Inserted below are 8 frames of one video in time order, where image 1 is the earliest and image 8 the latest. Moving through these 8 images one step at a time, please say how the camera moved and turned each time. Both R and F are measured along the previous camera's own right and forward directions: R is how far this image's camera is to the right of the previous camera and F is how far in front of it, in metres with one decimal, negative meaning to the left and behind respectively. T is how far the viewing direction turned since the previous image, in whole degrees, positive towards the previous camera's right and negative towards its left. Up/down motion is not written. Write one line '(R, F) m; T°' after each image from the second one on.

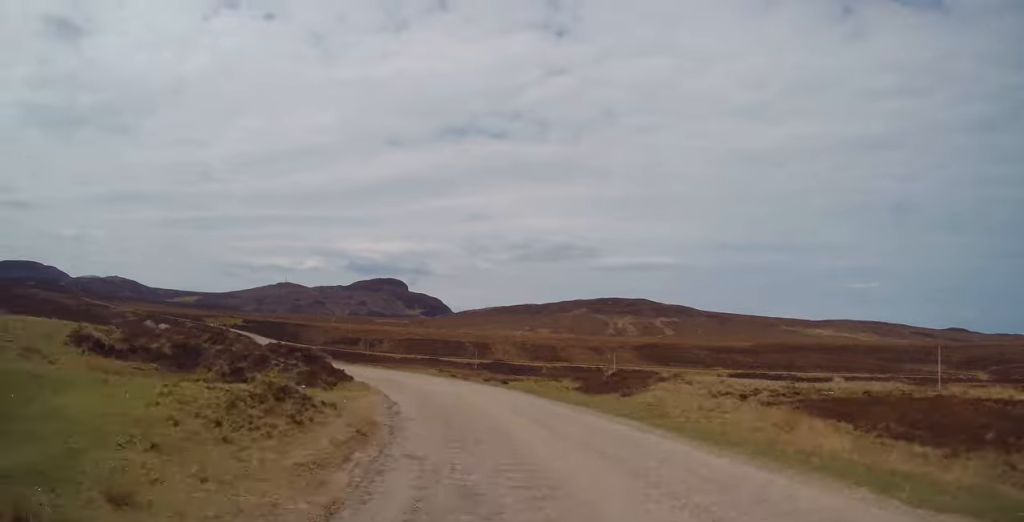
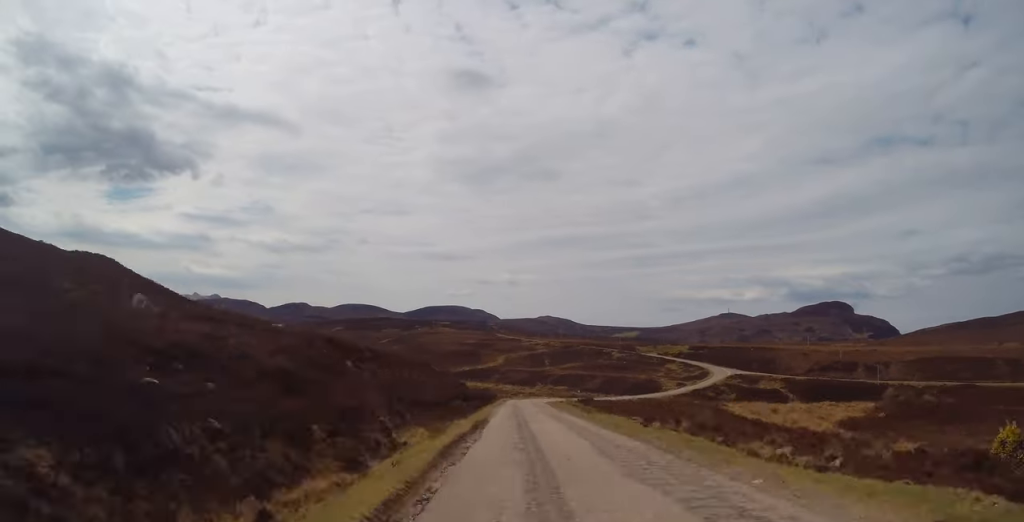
(-34.7, +114.5) m; -23°
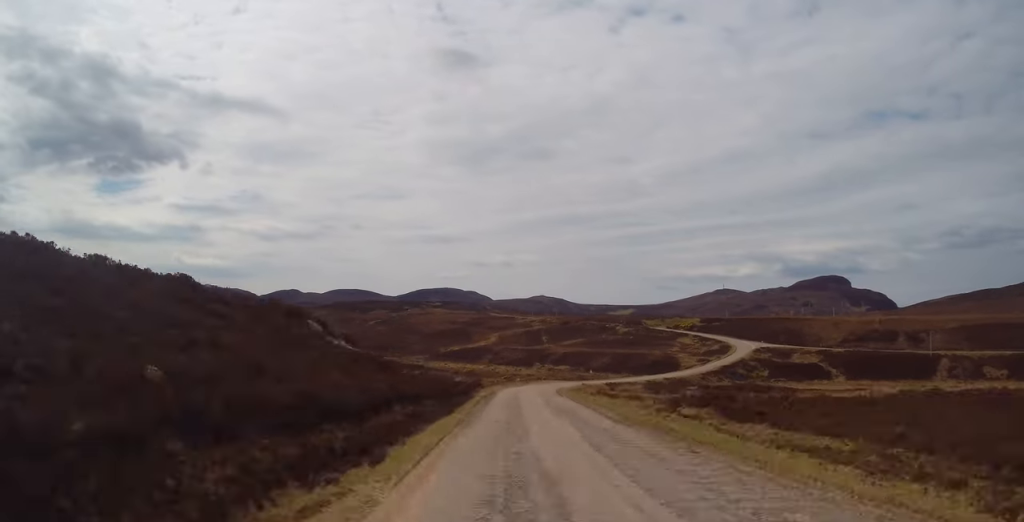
(-1.3, +38.6) m; +3°
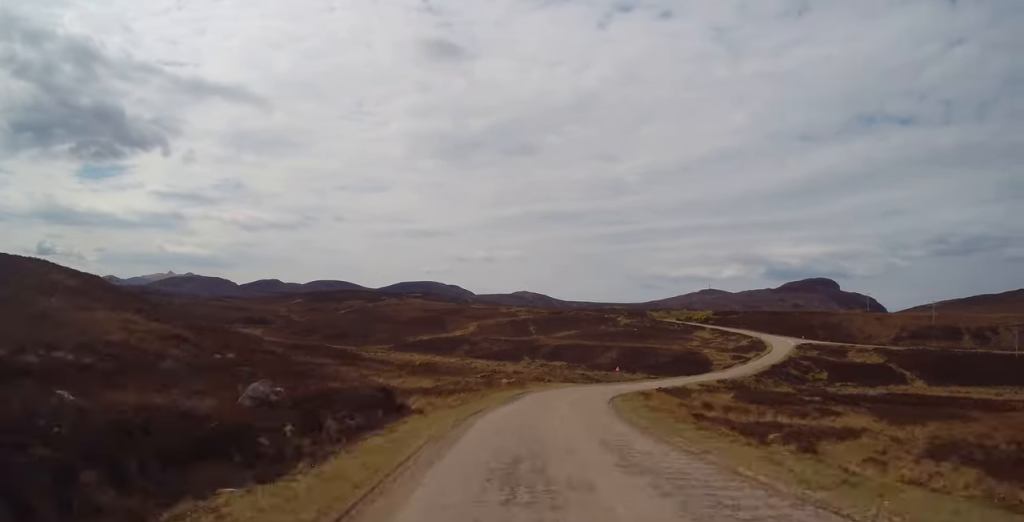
(+3.2, +47.4) m; +10°
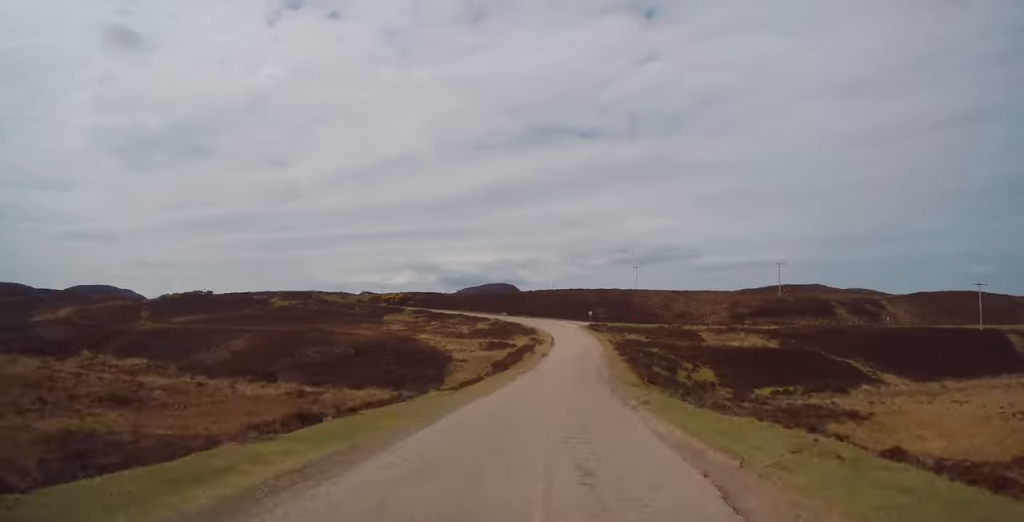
(+13.6, +79.8) m; +17°
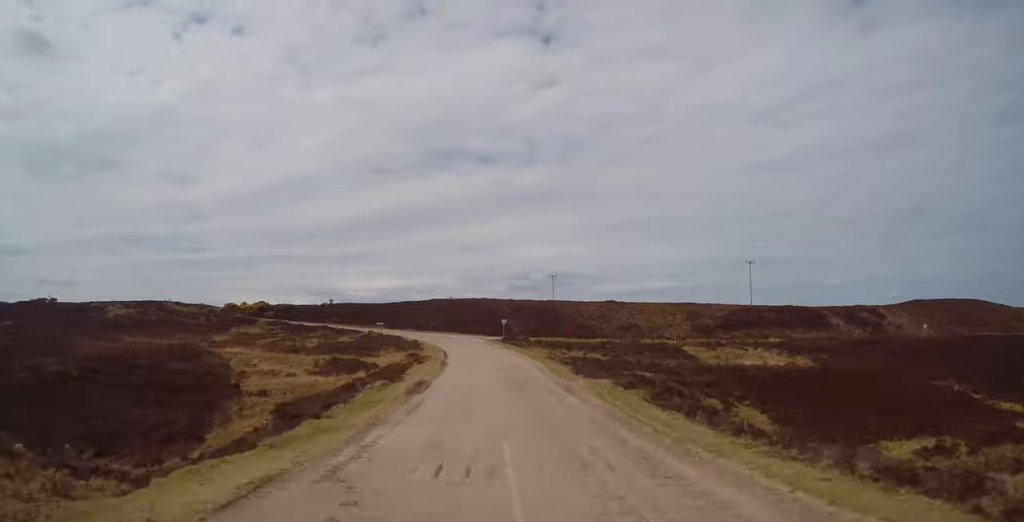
(+1.5, +30.5) m; -4°
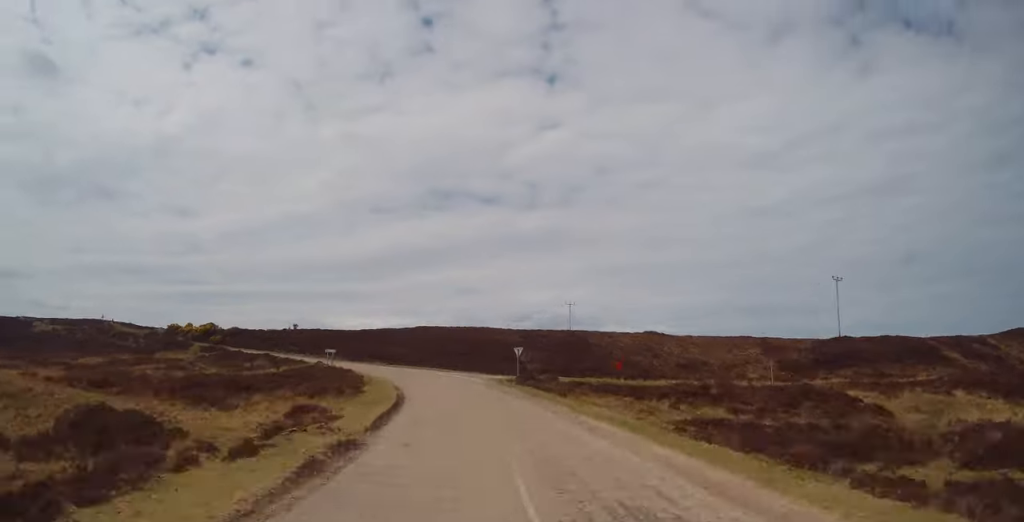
(+2.9, +24.6) m; -3°
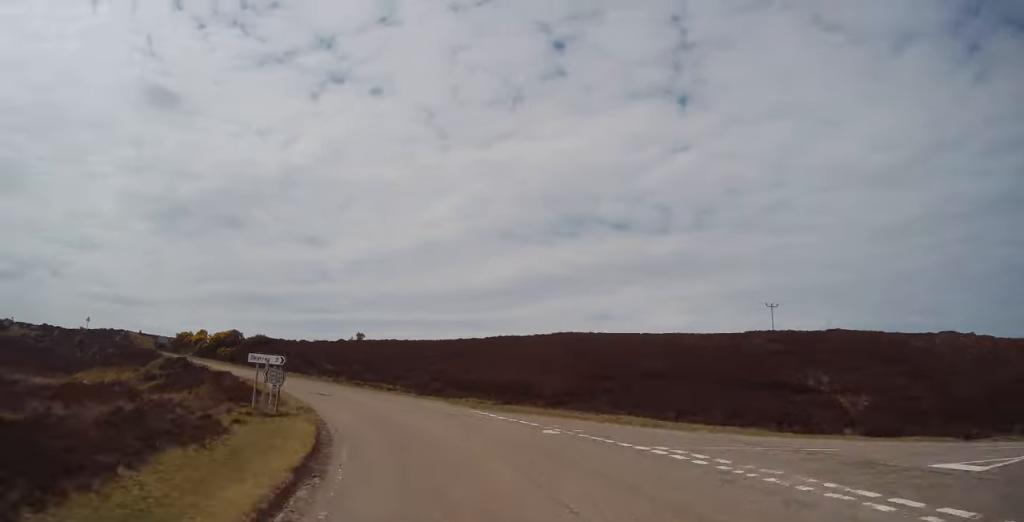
(-6.7, +37.3) m; -20°
